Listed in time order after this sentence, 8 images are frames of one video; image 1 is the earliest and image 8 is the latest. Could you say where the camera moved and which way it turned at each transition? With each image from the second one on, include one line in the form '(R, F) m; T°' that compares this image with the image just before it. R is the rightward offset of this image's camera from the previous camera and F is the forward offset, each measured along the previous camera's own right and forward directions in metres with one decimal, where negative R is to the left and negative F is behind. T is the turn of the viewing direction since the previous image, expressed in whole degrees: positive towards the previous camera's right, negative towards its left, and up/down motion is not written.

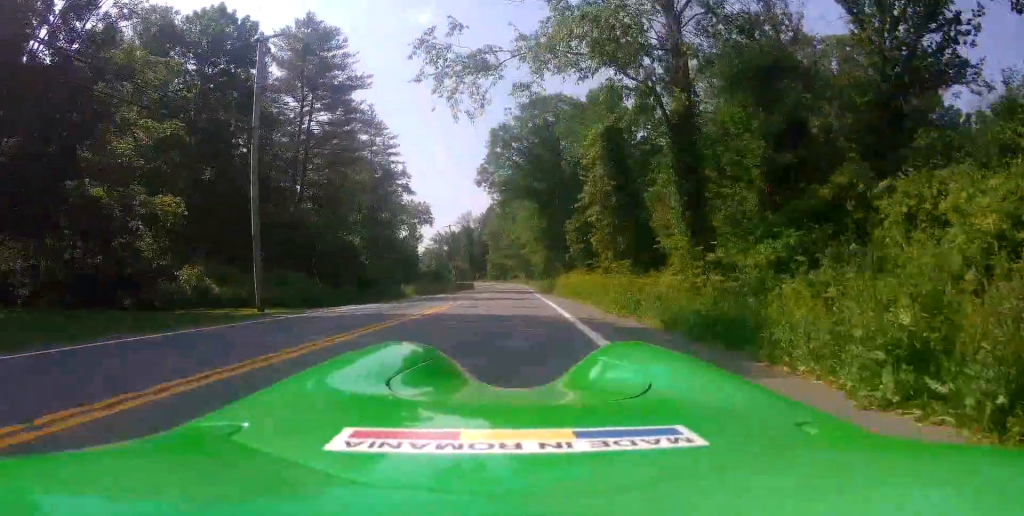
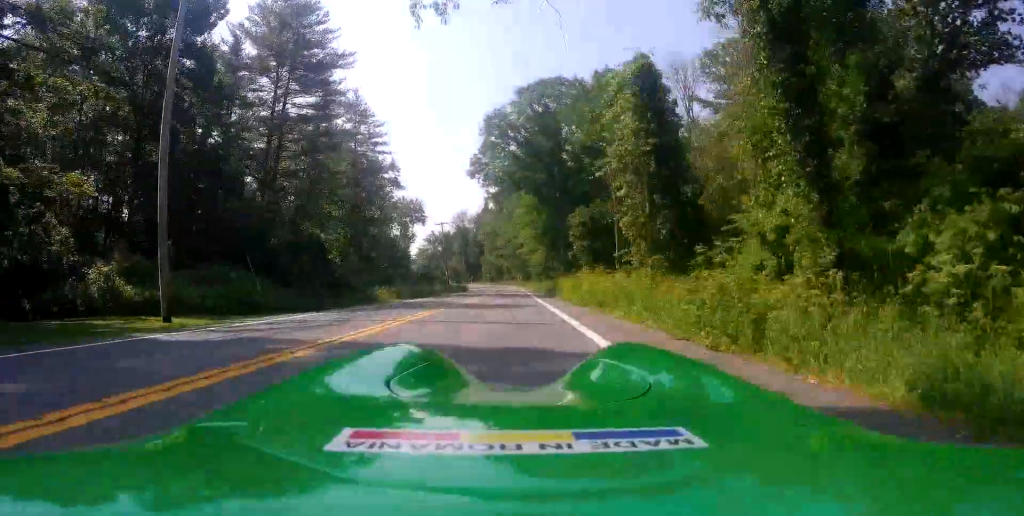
(0.0, +6.5) m; 0°
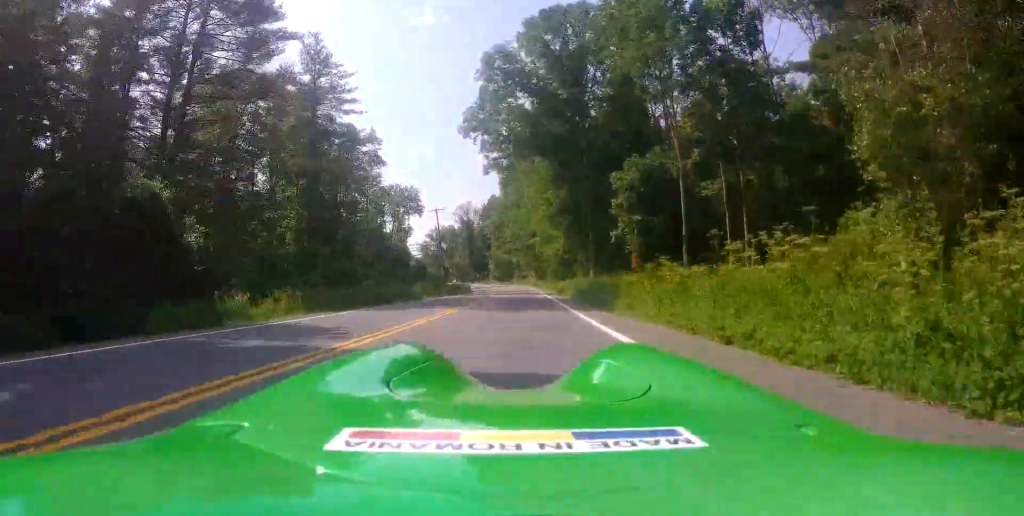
(+0.1, +18.5) m; -1°
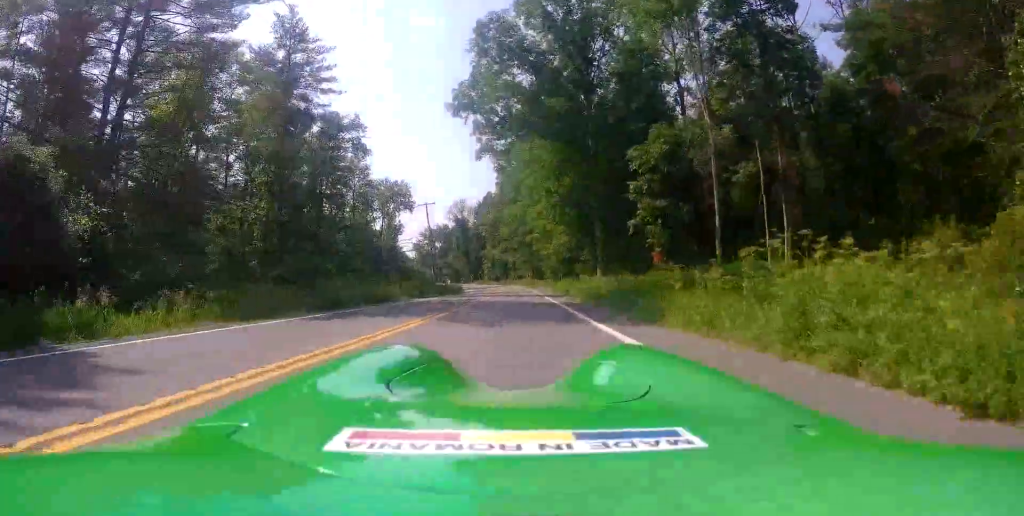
(0.0, +6.6) m; -1°
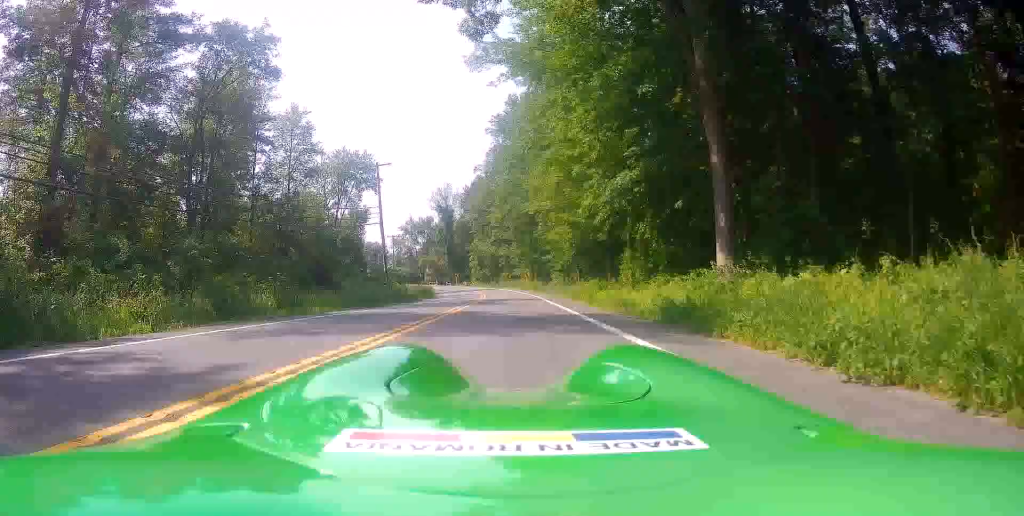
(-0.3, +25.5) m; -1°
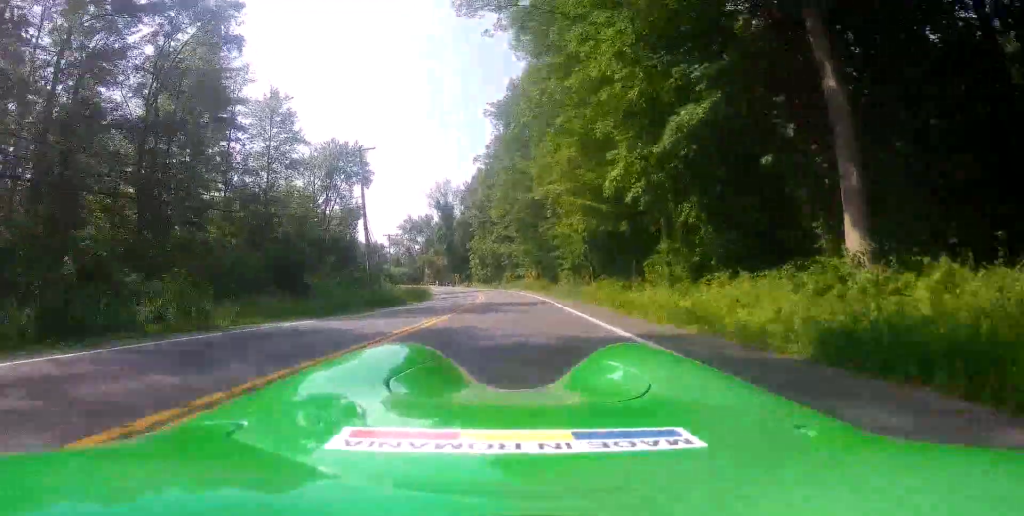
(0.0, +6.8) m; 0°
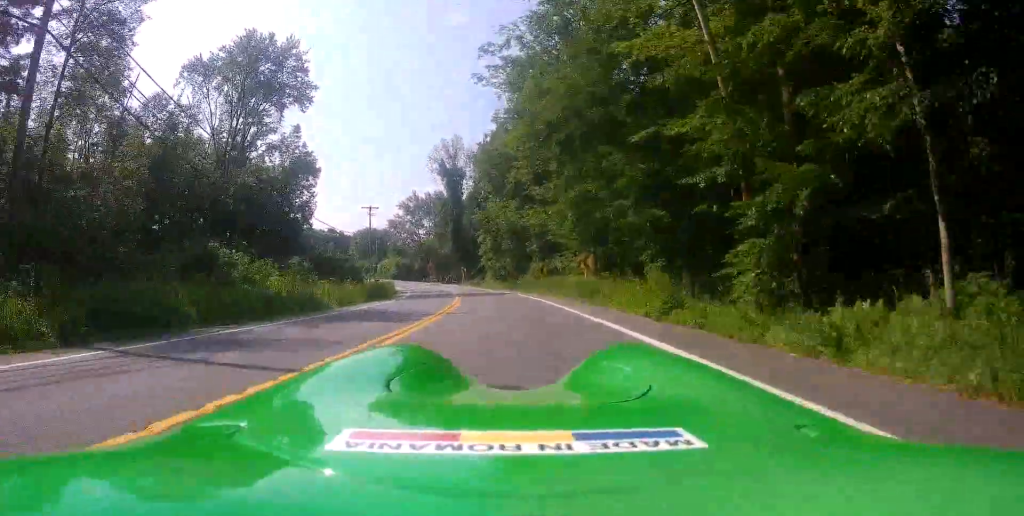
(+0.6, +36.0) m; +2°
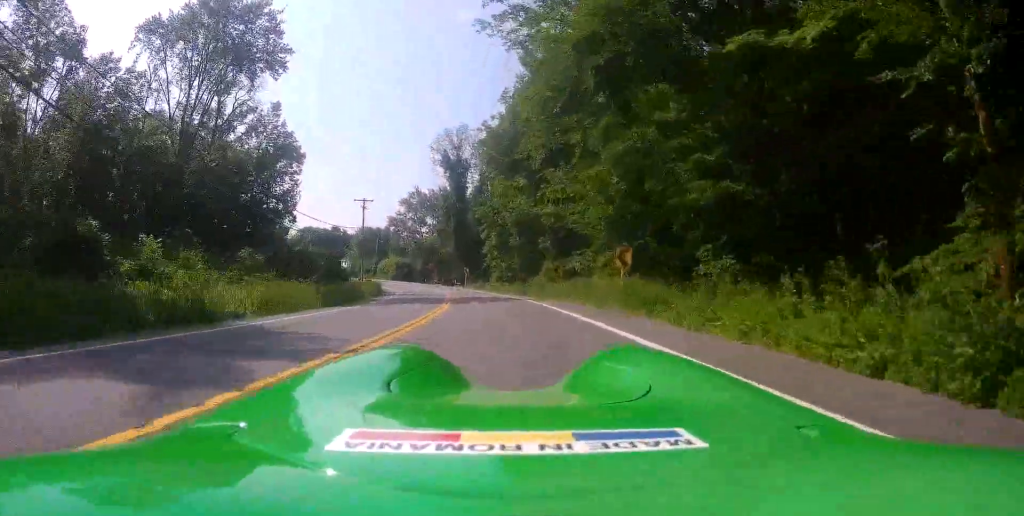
(0.0, +9.1) m; -1°
